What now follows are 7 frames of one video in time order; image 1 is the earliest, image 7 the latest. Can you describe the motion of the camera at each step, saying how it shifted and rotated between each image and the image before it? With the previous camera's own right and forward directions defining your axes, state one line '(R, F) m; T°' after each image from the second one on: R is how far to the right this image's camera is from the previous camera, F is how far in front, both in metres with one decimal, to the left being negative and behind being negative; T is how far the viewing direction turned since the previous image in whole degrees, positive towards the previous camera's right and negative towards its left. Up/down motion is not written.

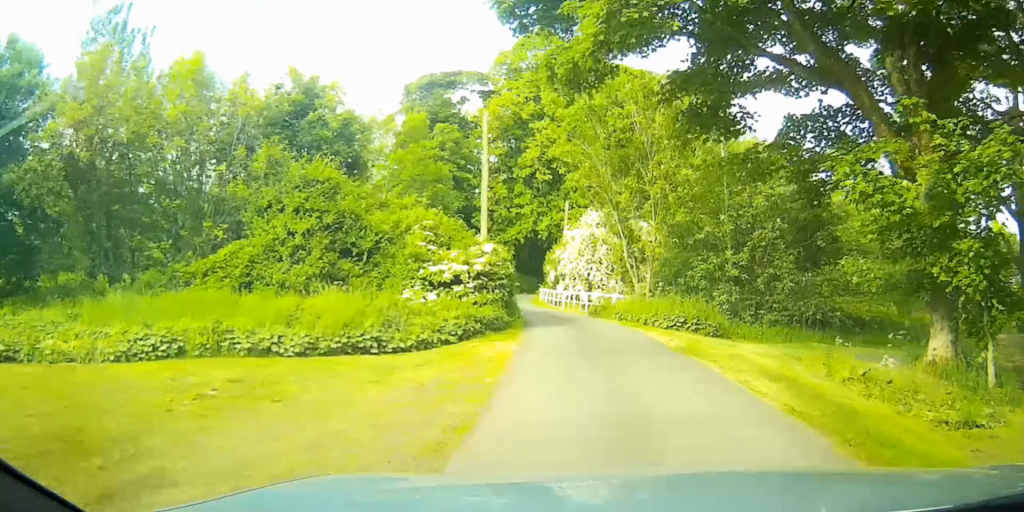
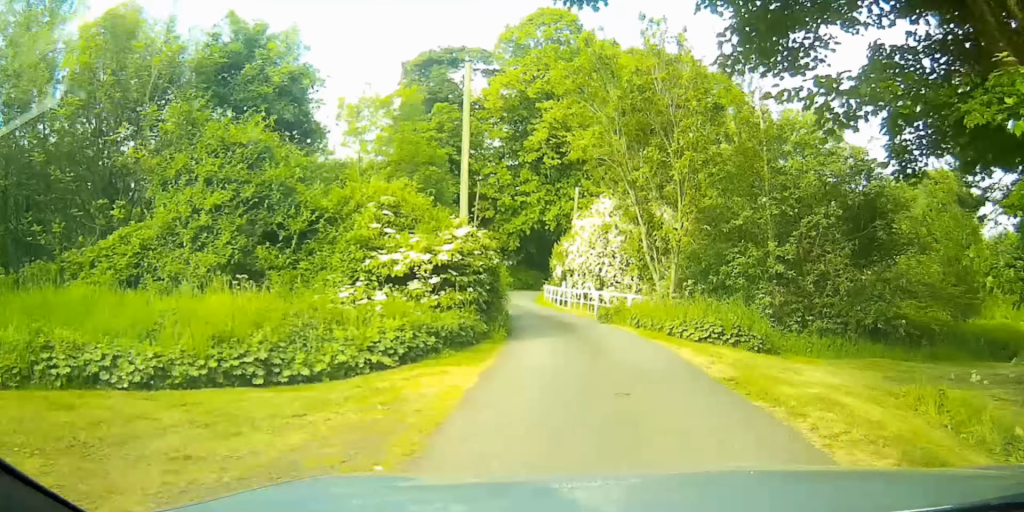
(-0.2, +4.5) m; -2°
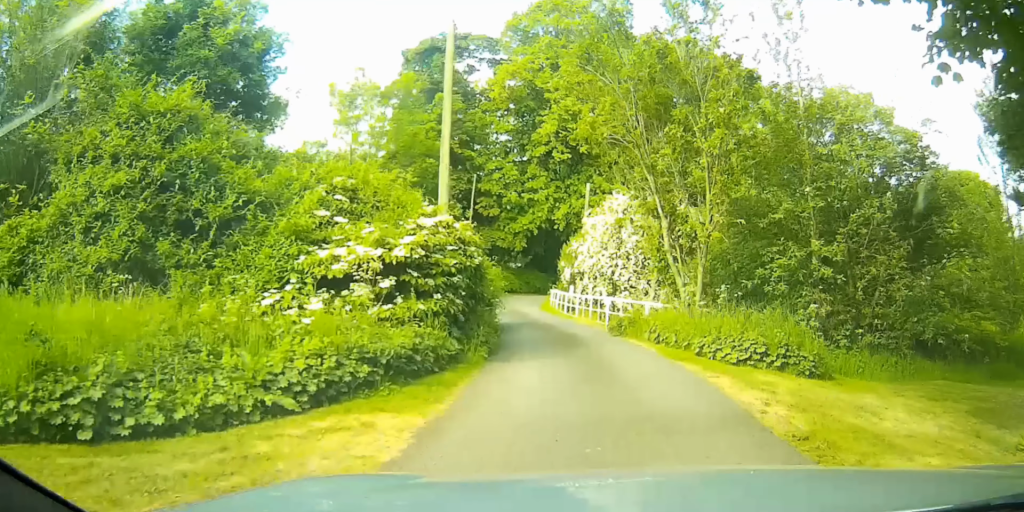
(0.0, +3.3) m; 0°
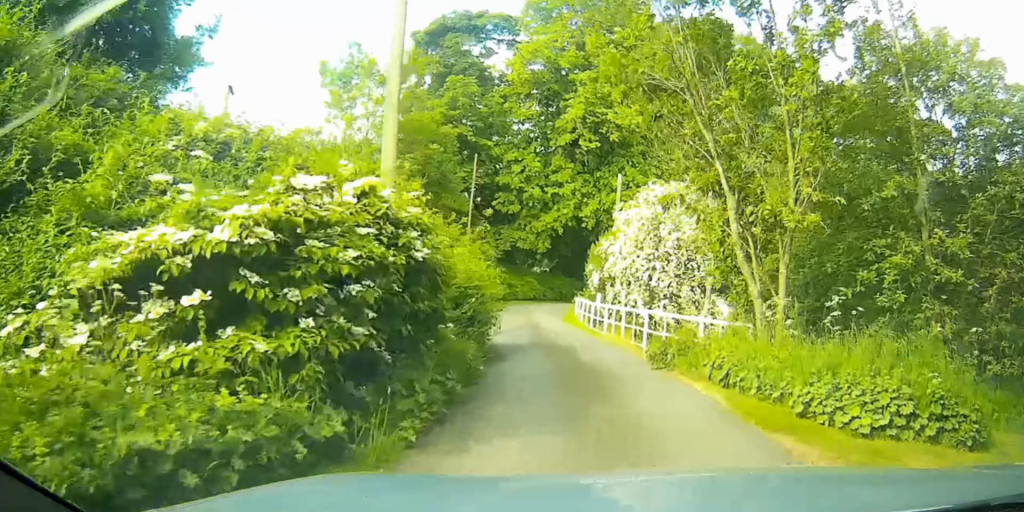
(0.0, +4.6) m; 0°
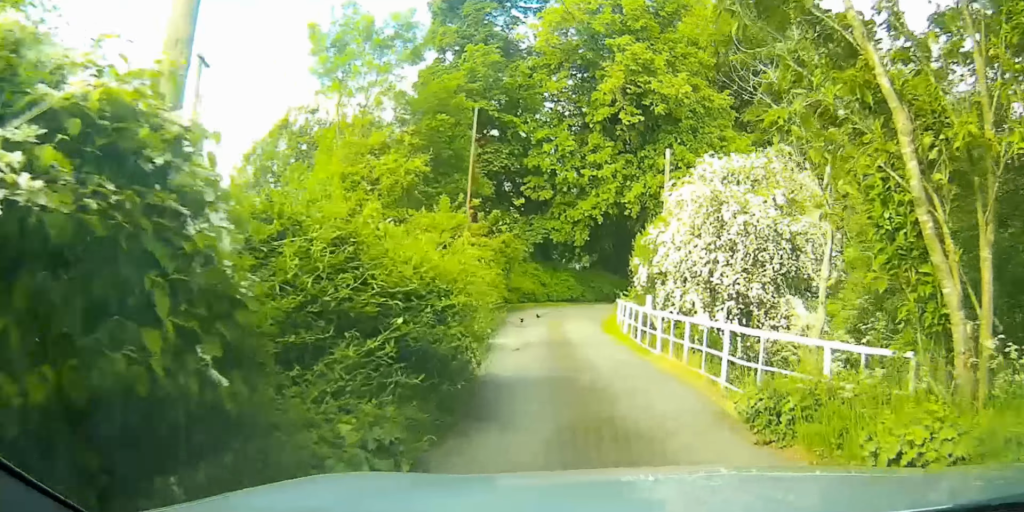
(0.0, +5.2) m; +1°
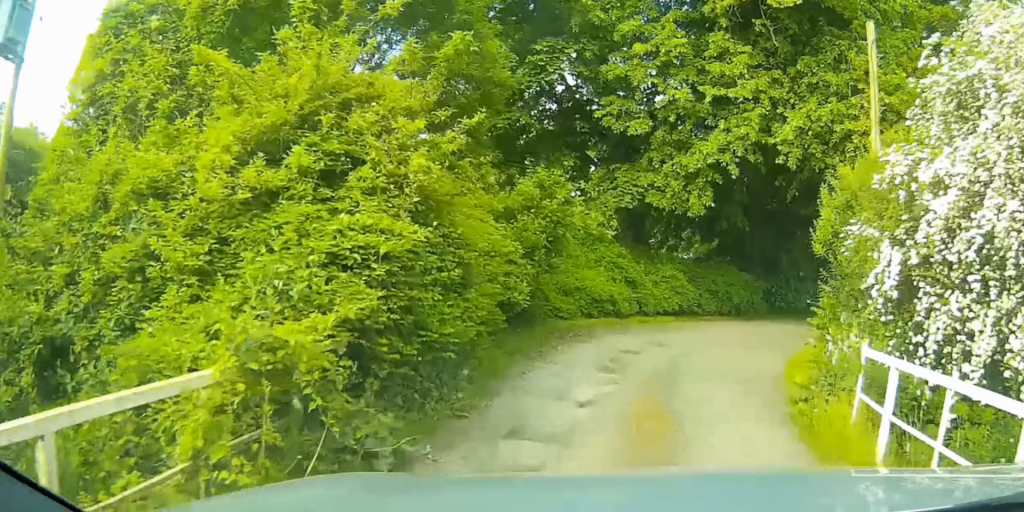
(0.0, +13.6) m; -1°
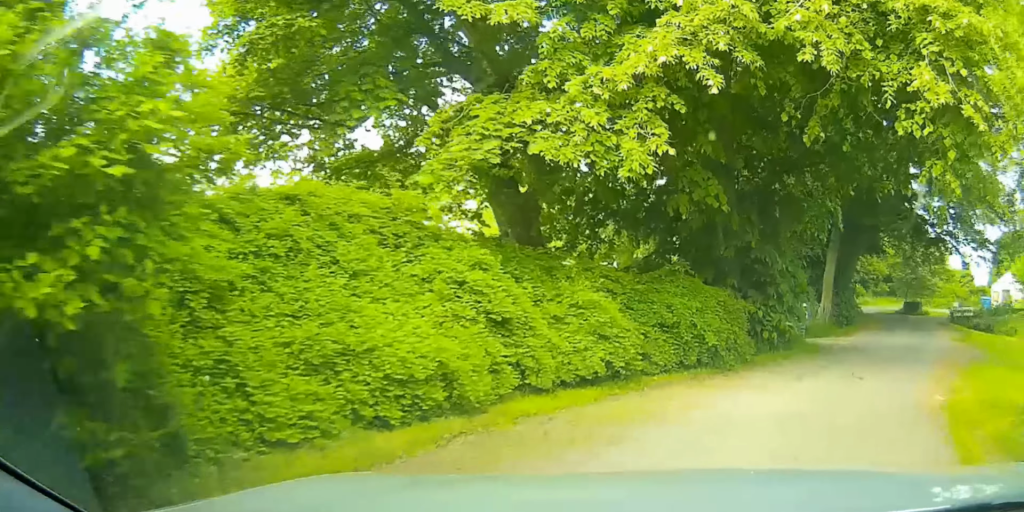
(0.0, +8.9) m; 0°
